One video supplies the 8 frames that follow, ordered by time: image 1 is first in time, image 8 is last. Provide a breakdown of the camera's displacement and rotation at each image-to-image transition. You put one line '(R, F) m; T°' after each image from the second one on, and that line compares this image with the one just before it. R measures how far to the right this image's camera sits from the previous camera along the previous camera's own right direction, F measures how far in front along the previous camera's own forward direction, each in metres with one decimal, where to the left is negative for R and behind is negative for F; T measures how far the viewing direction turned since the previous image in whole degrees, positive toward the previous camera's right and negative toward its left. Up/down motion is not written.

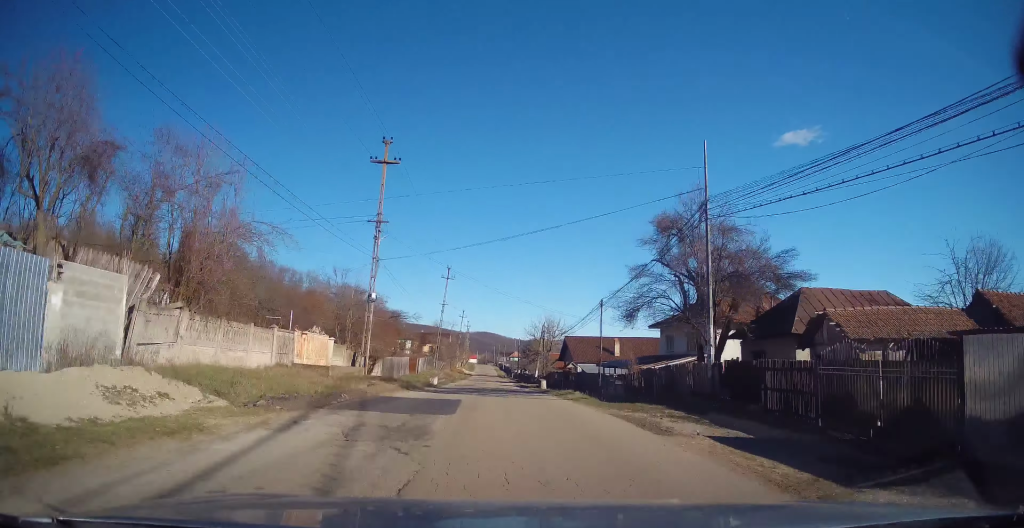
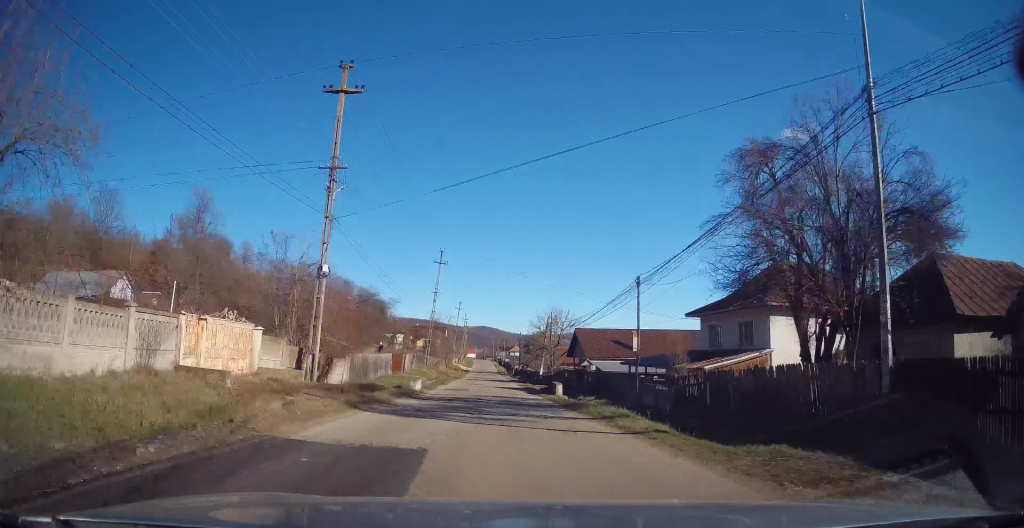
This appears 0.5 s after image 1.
(-0.2, +8.2) m; -1°
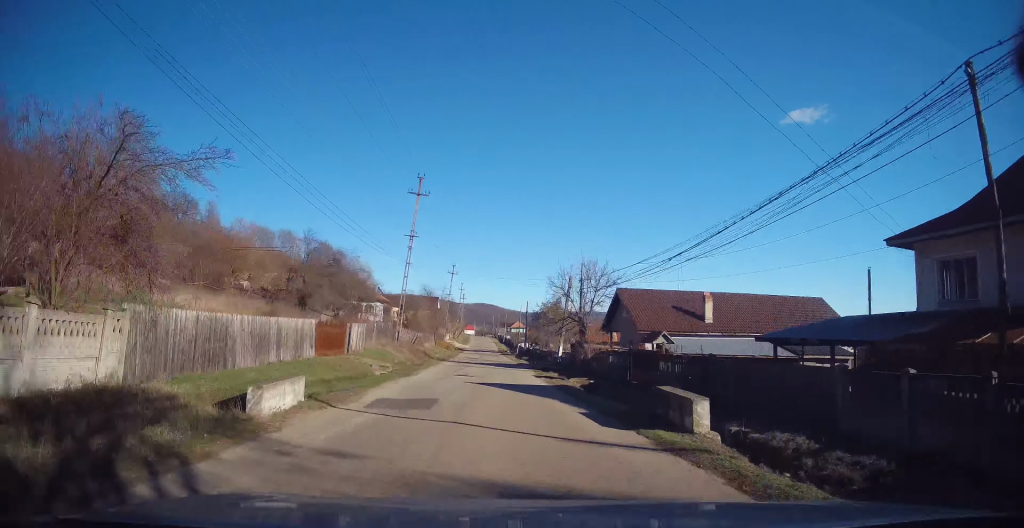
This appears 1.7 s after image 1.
(0.0, +18.0) m; +2°
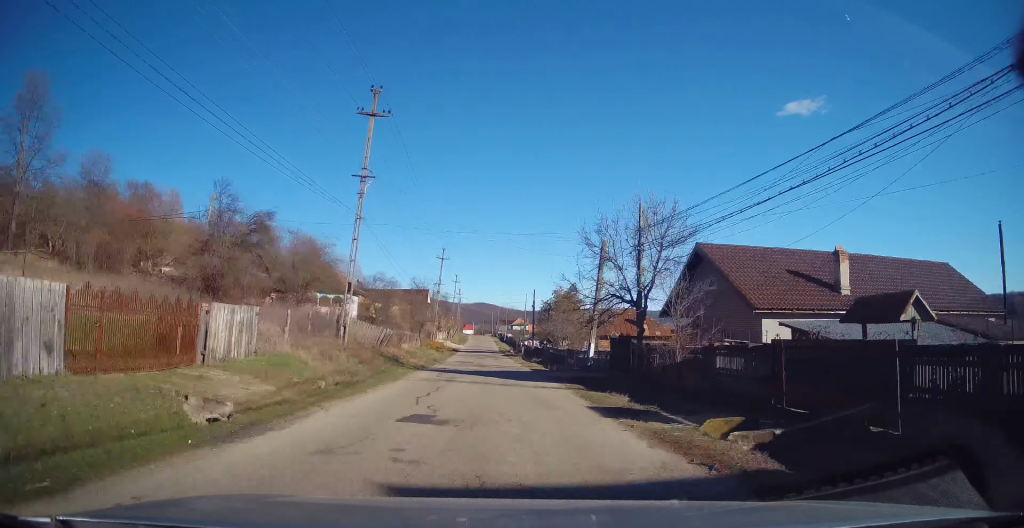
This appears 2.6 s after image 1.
(+0.6, +14.1) m; 0°
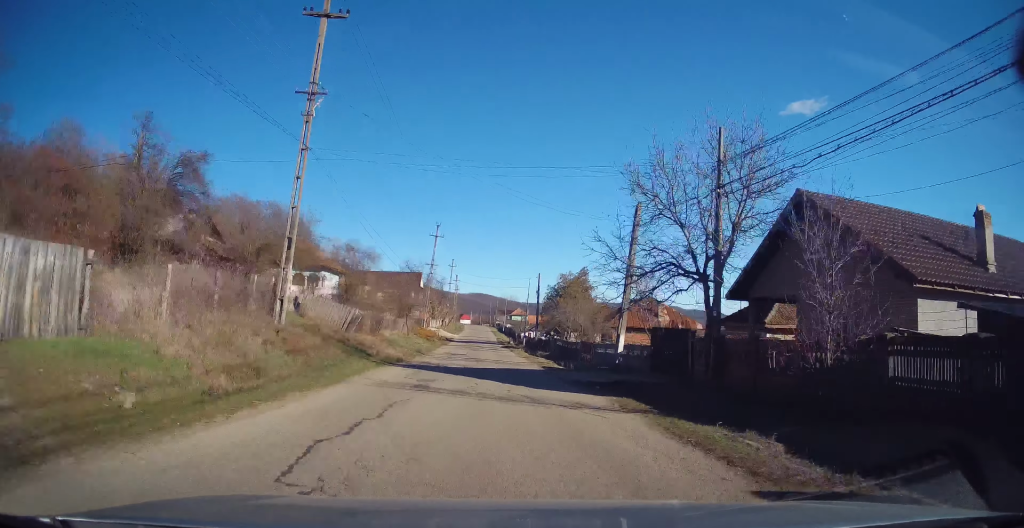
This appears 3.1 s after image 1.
(-0.2, +7.5) m; -1°
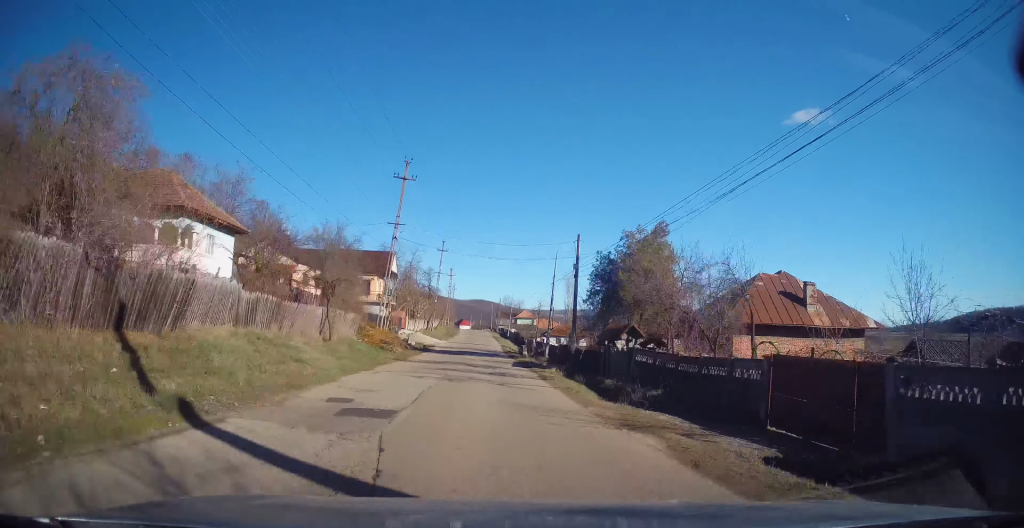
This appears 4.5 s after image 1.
(-0.3, +23.8) m; -1°
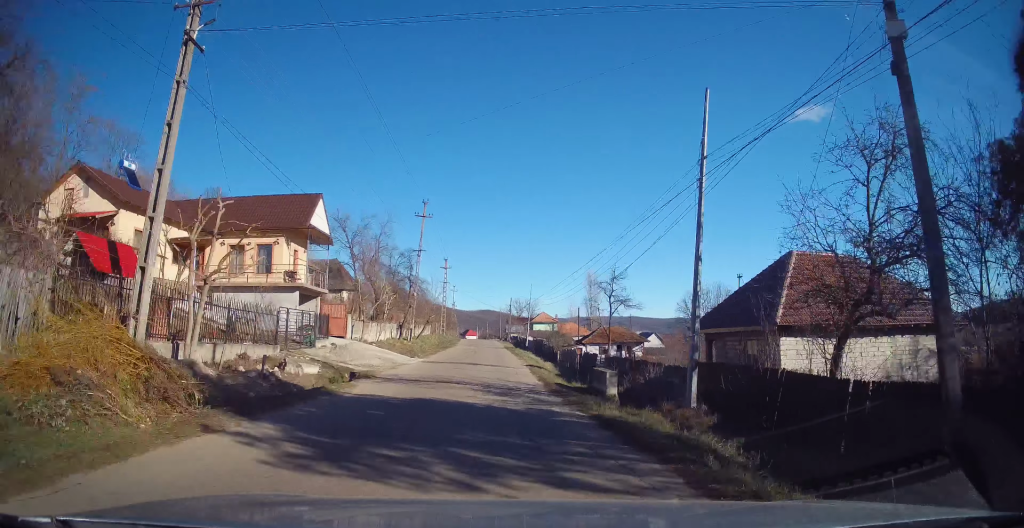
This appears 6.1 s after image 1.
(-0.6, +26.5) m; -1°
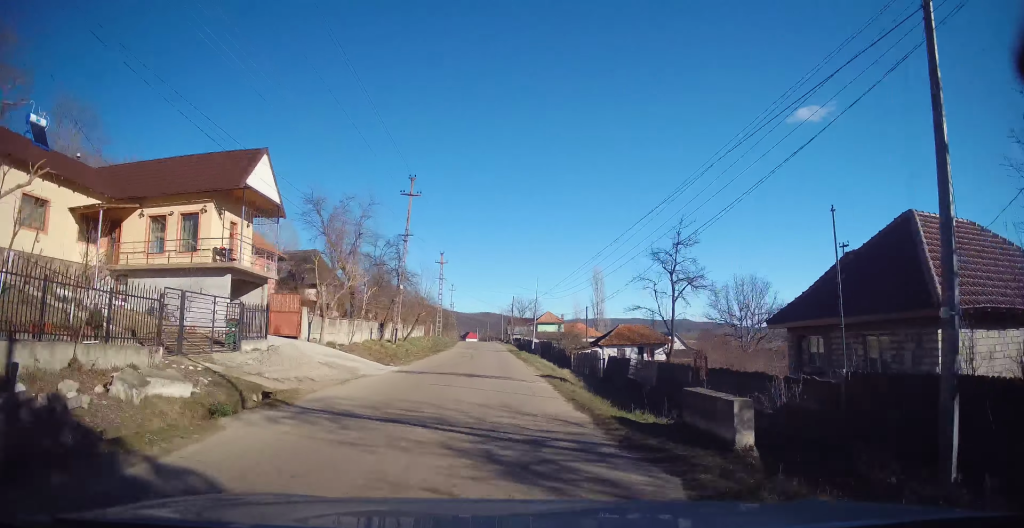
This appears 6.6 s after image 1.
(-0.3, +7.8) m; +1°
